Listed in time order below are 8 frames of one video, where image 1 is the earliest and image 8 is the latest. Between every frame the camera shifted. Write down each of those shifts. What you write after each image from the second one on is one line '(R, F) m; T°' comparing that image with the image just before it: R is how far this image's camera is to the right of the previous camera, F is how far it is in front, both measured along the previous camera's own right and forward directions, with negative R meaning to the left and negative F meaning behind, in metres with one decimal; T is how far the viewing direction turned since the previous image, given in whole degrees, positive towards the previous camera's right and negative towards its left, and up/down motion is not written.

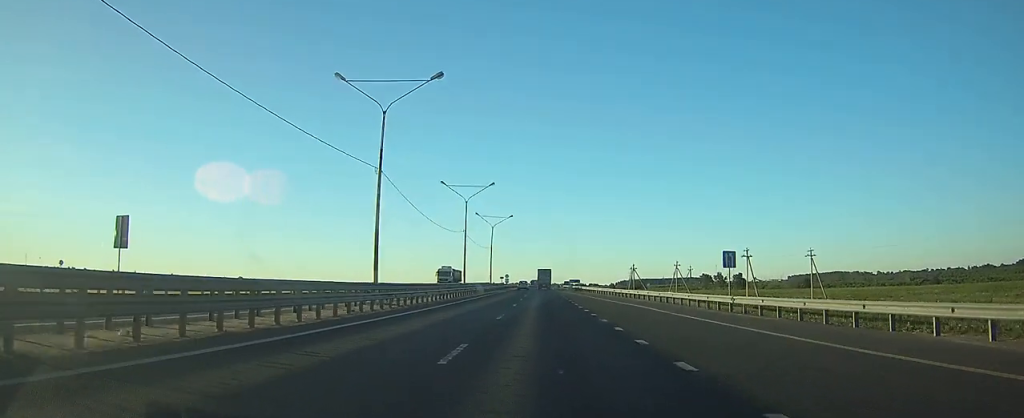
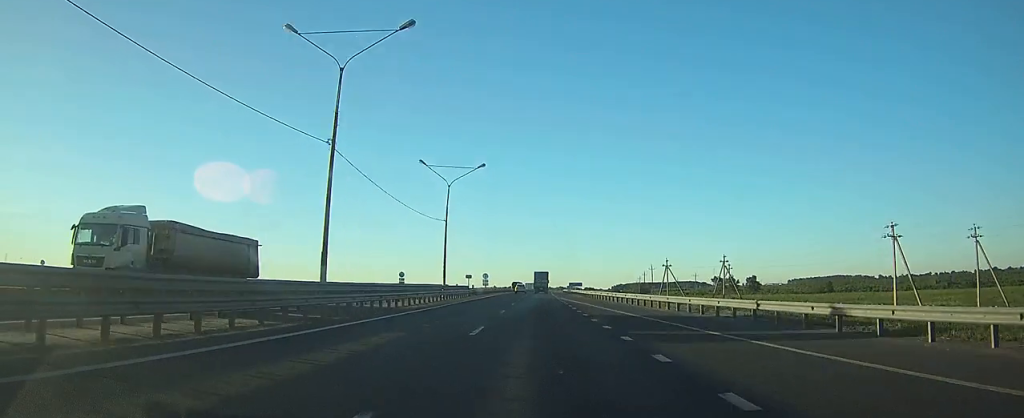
(-0.3, +42.3) m; 0°
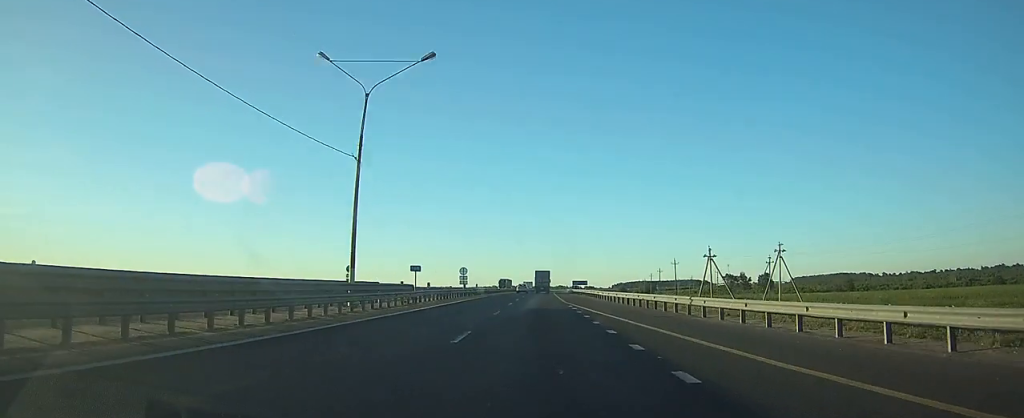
(+0.1, +26.0) m; 0°
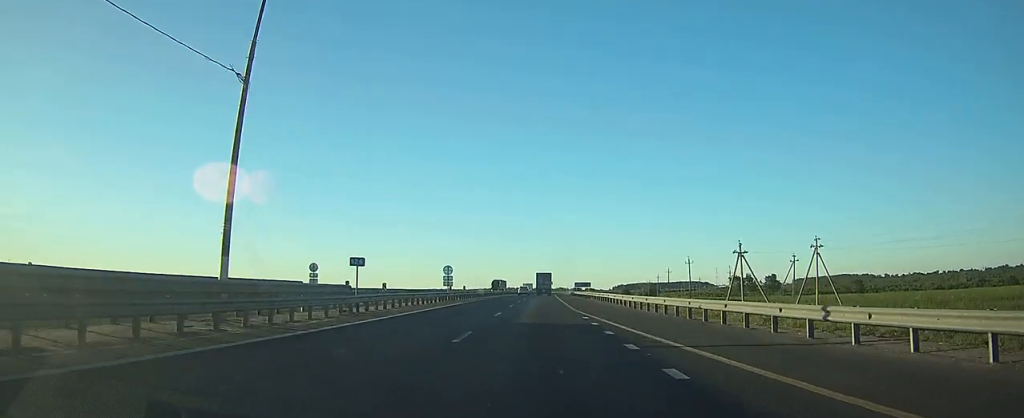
(0.0, +11.5) m; 0°
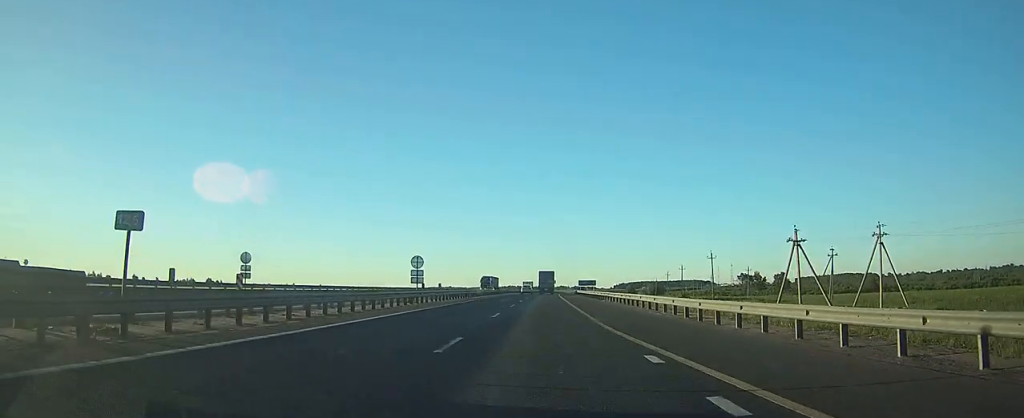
(0.0, +14.3) m; 0°
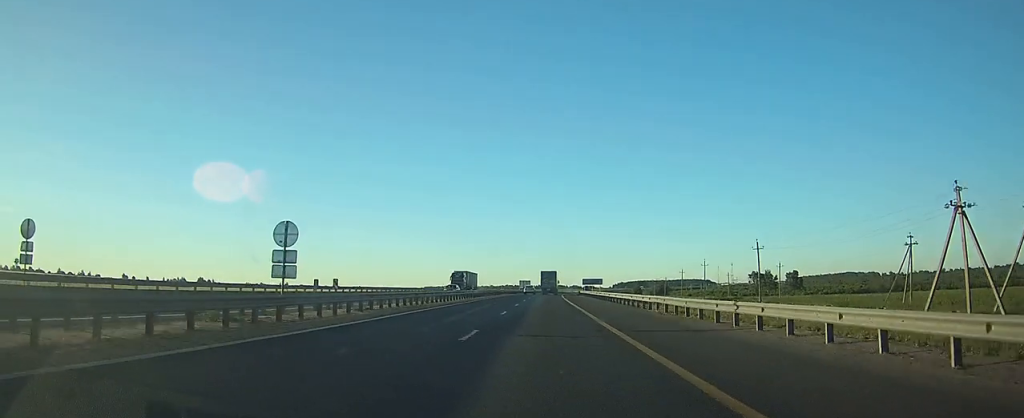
(0.0, +21.9) m; 0°
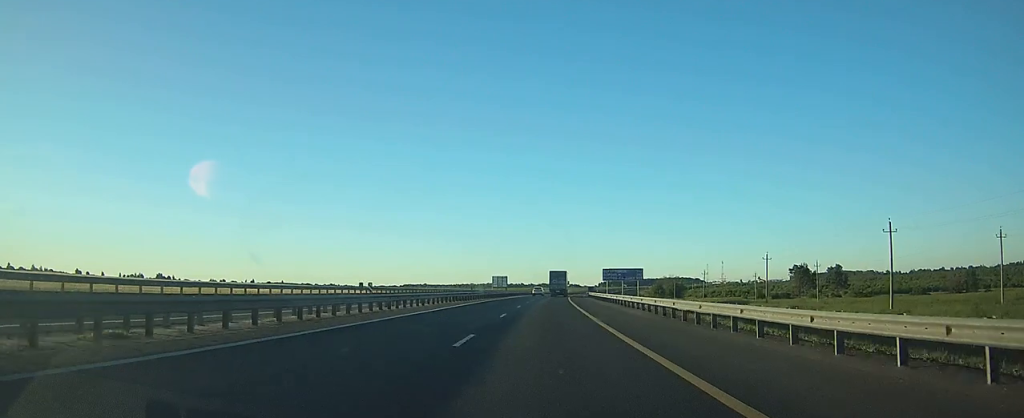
(+0.6, +73.4) m; +1°
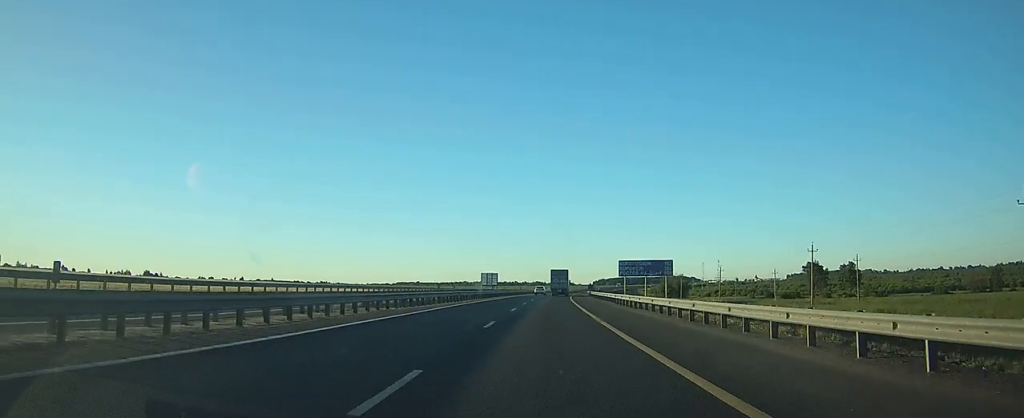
(0.0, +18.7) m; 0°
